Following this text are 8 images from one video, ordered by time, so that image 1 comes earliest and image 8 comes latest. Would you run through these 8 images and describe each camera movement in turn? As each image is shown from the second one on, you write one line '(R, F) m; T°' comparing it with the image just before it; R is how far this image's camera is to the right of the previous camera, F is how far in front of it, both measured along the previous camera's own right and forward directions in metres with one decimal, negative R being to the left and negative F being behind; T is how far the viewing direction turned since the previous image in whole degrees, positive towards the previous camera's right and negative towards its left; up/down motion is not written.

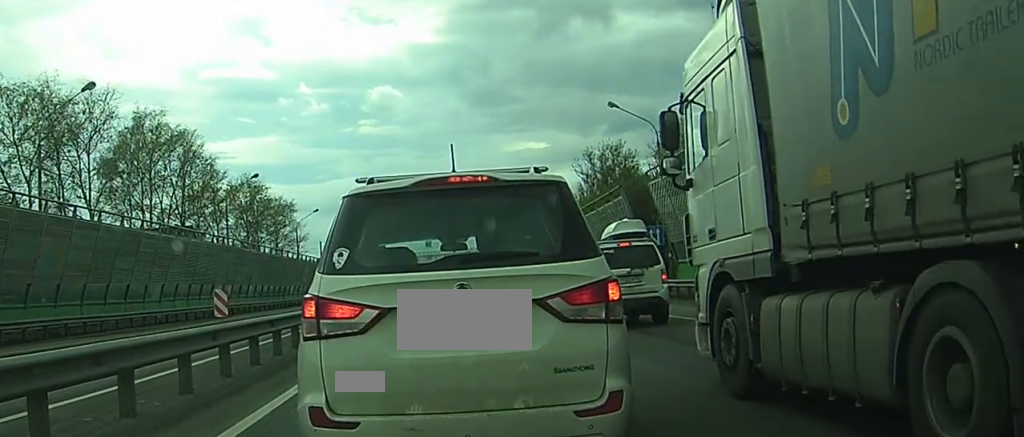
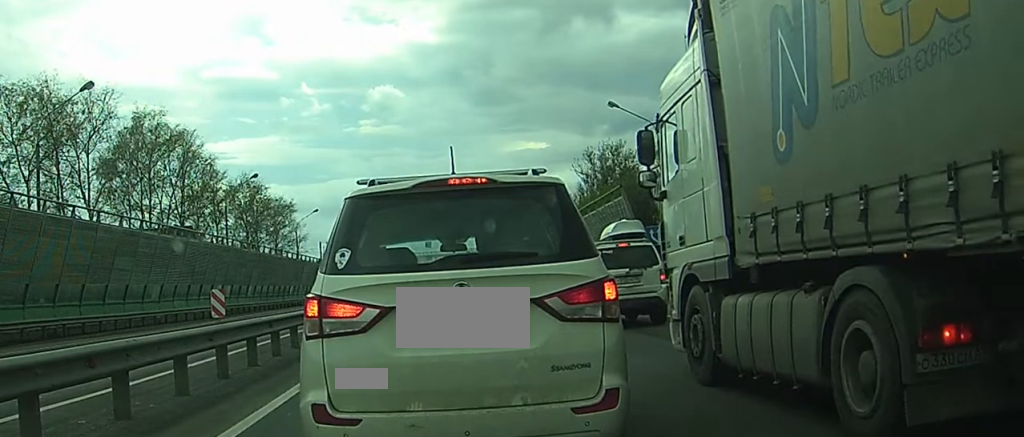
(-0.3, +0.4) m; 0°
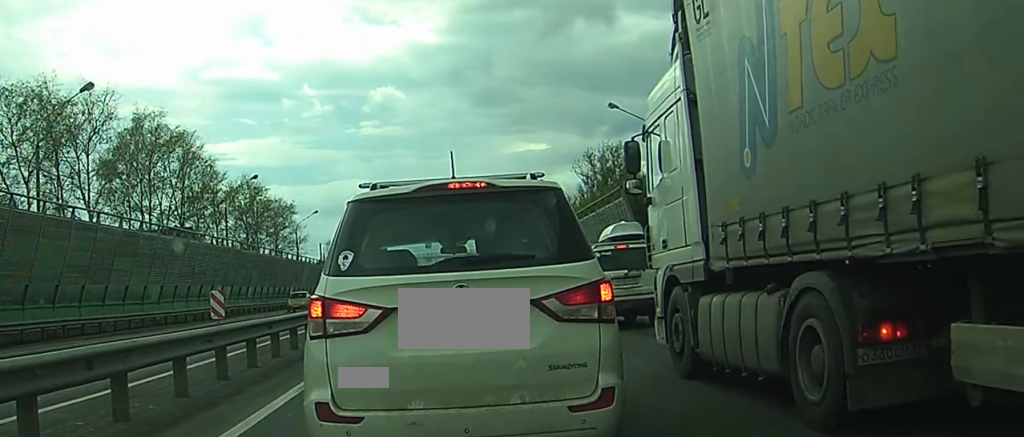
(-0.2, +0.2) m; 0°
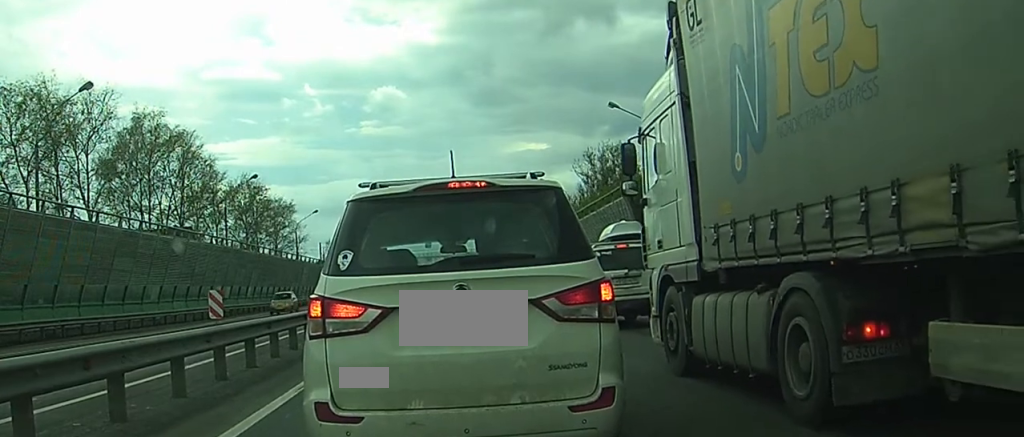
(0.0, 0.0) m; 0°
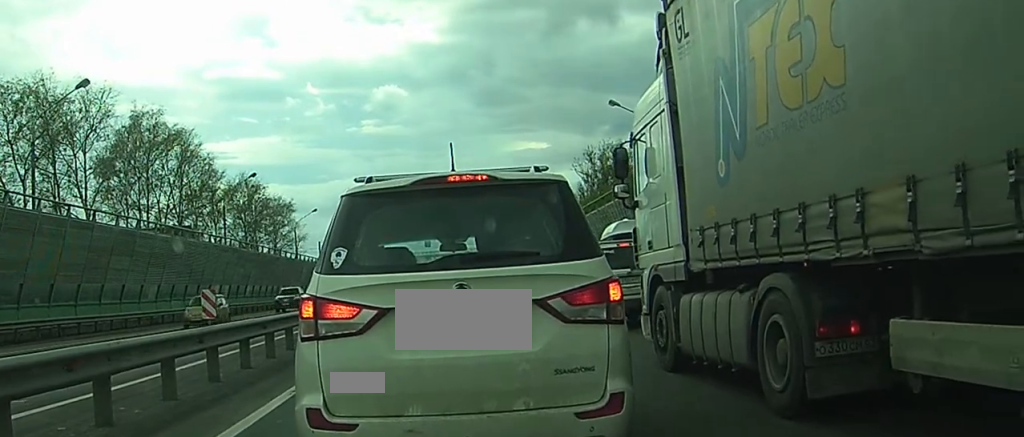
(-0.1, -0.1) m; 0°
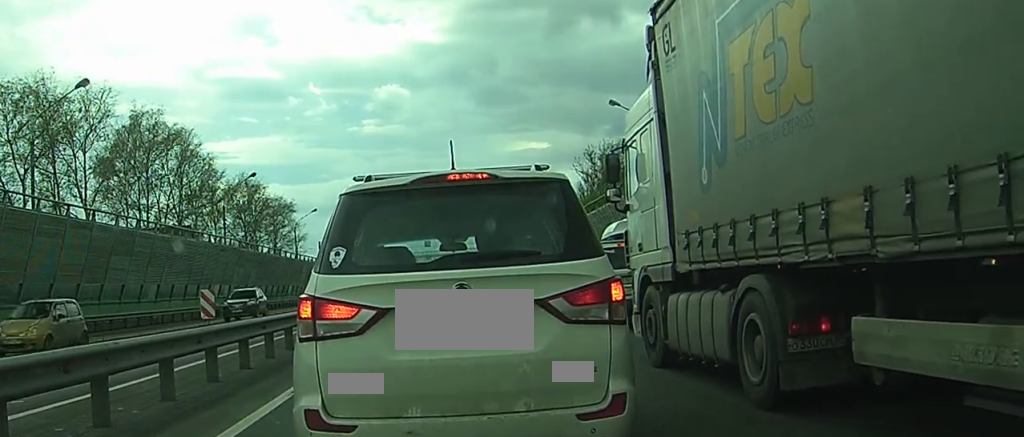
(-0.2, +0.1) m; 0°
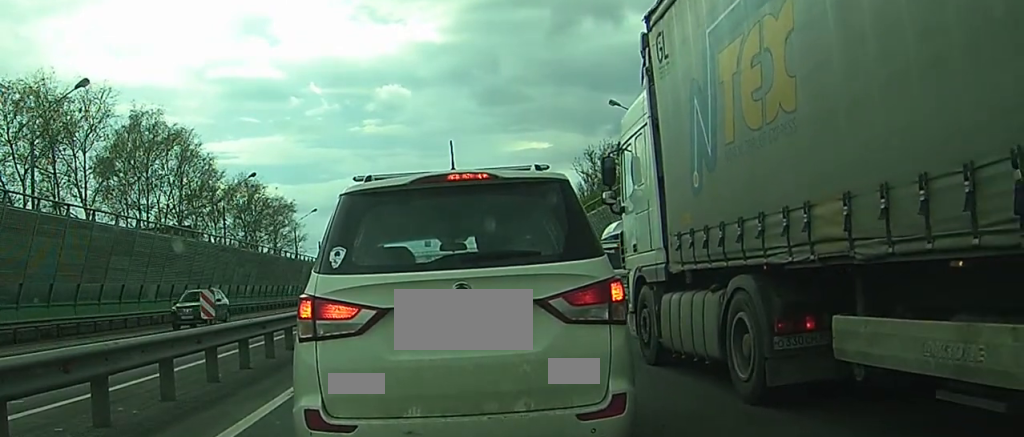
(-0.1, +0.1) m; 0°
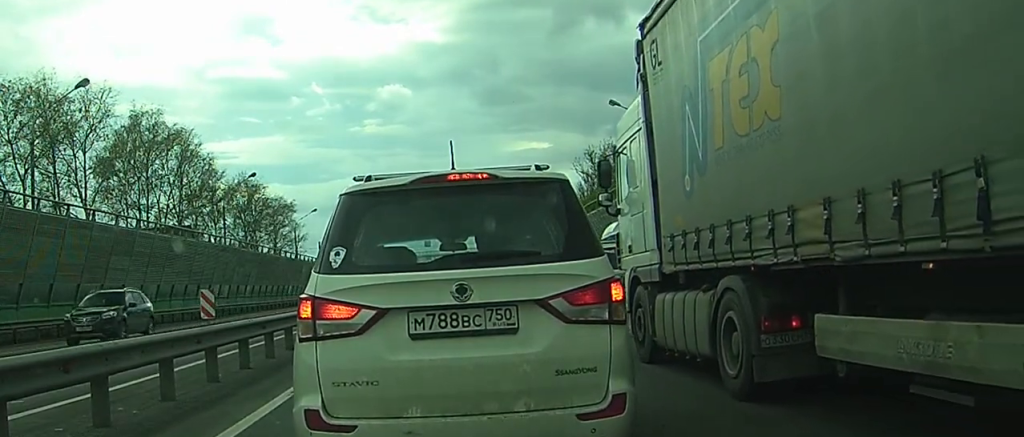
(-0.1, +0.2) m; 0°
